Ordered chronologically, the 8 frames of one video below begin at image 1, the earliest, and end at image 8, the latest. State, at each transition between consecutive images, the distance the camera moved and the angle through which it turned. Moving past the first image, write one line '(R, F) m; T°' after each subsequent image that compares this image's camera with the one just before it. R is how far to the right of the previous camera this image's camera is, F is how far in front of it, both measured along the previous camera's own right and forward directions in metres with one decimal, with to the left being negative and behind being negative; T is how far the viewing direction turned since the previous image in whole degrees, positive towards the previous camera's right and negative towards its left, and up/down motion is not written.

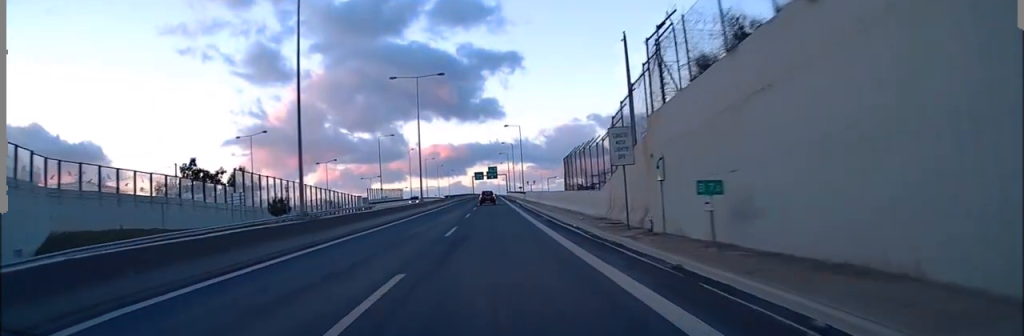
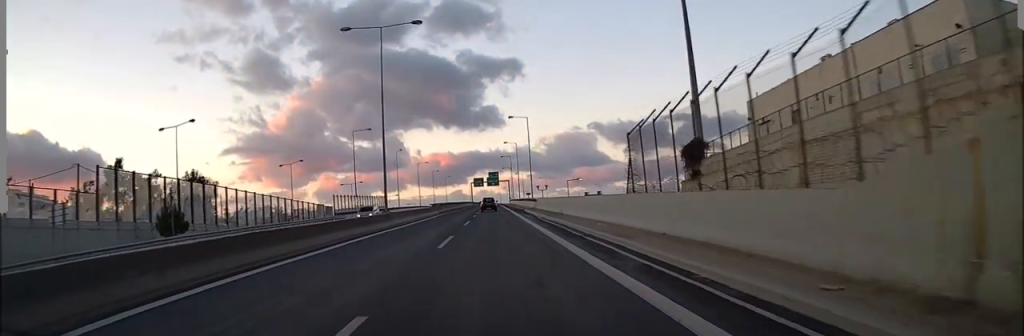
(+0.5, +21.3) m; 0°
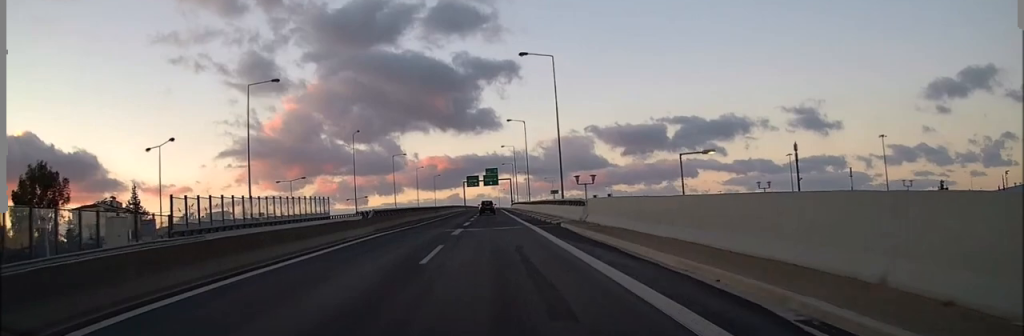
(-0.5, +40.1) m; 0°
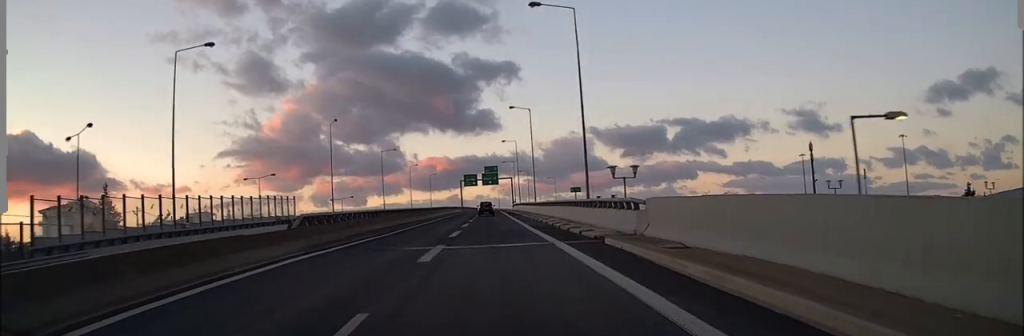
(+0.1, +13.6) m; 0°
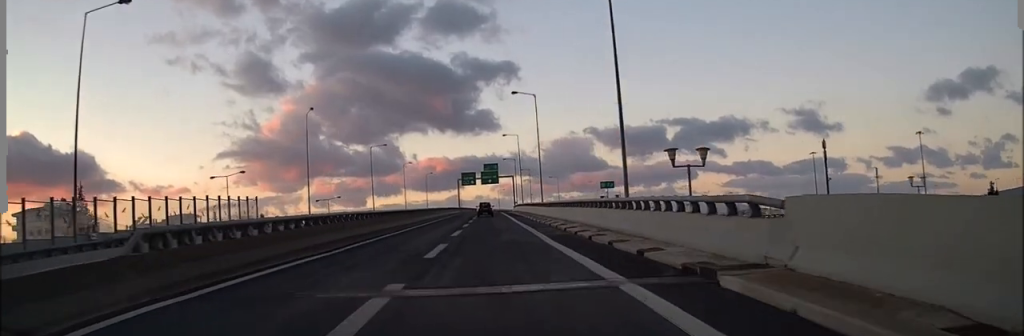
(+0.1, +10.4) m; 0°
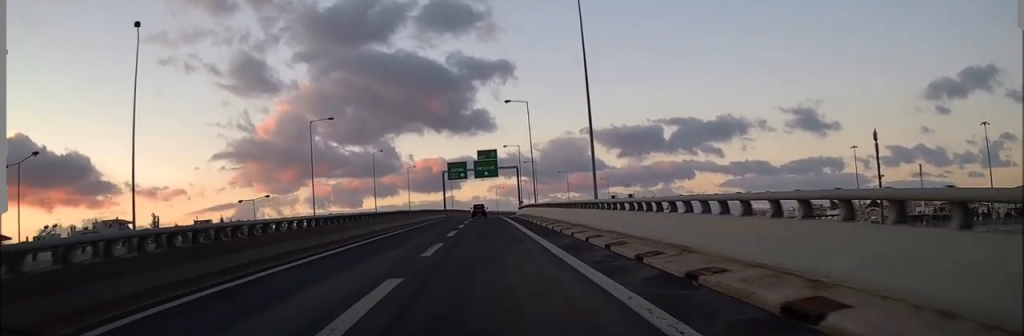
(-0.2, +34.8) m; 0°
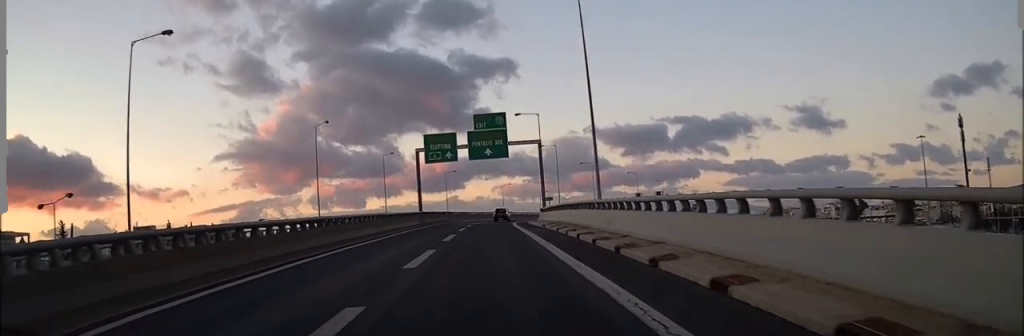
(+0.4, +40.0) m; +1°
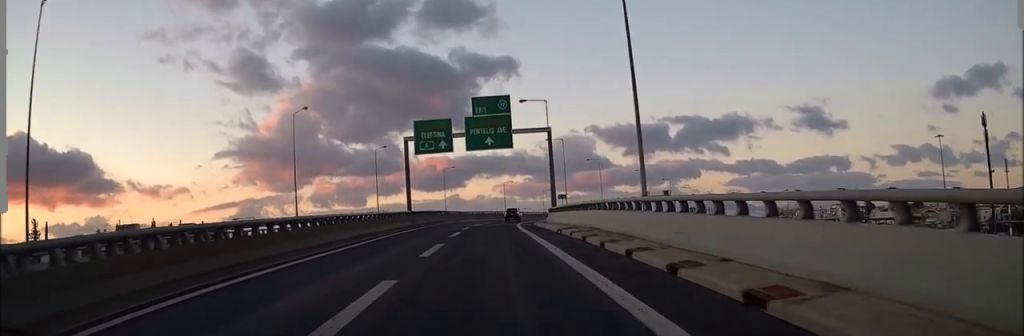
(0.0, +9.0) m; 0°
